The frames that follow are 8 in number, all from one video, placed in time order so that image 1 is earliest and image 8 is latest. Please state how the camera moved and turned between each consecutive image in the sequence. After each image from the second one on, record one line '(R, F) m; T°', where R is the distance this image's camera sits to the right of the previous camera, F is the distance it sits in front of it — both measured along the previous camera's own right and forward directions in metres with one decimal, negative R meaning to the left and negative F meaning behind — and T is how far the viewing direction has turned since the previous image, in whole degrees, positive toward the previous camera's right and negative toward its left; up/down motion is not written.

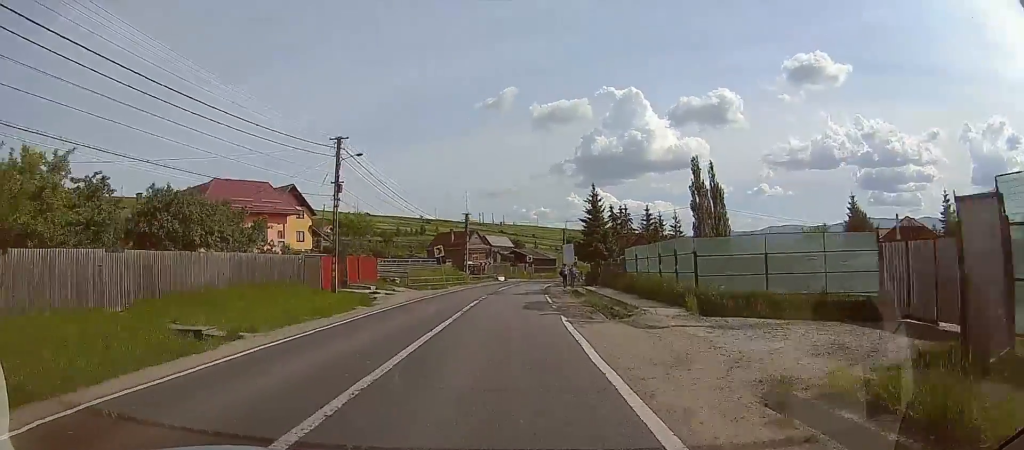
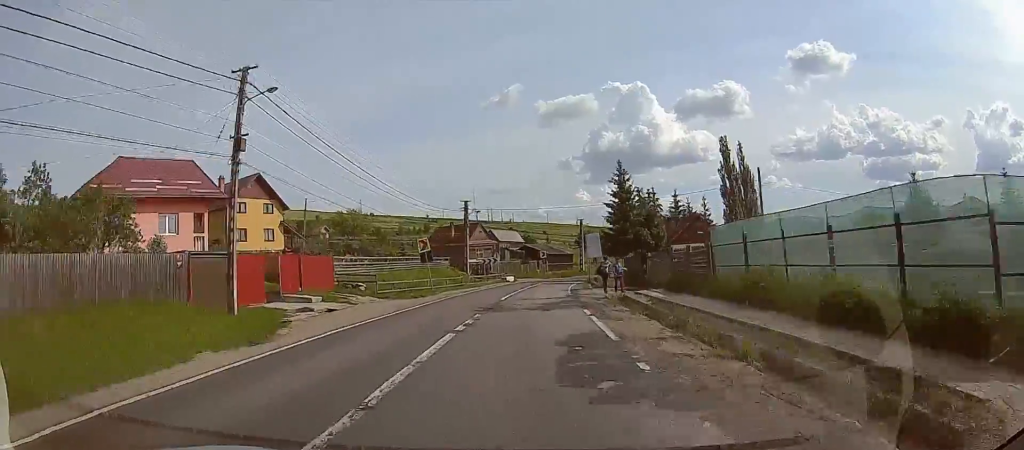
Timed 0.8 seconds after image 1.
(0.0, +12.8) m; 0°
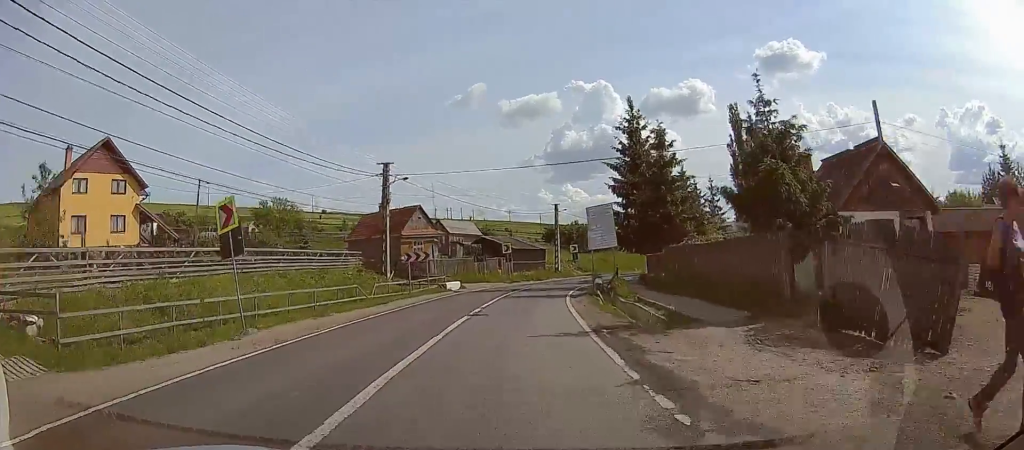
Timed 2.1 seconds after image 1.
(+0.1, +19.9) m; +3°
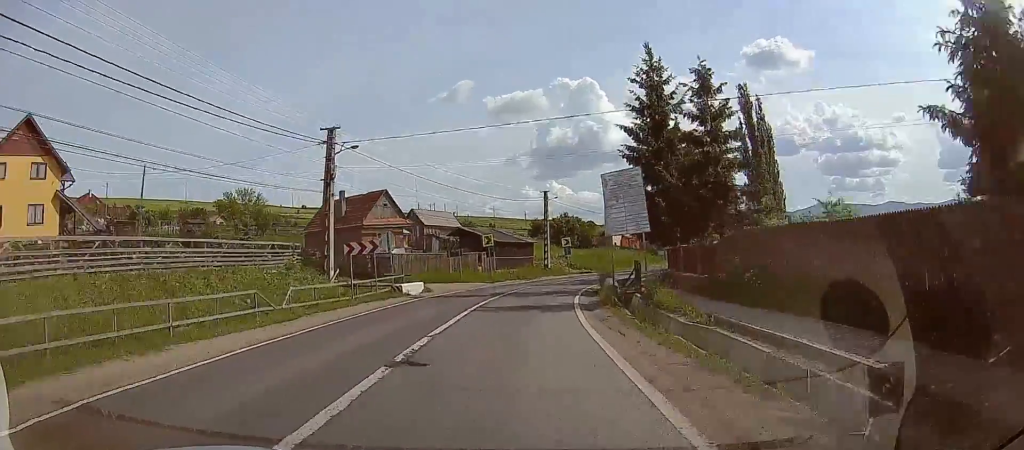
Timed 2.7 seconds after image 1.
(+0.1, +7.9) m; +2°
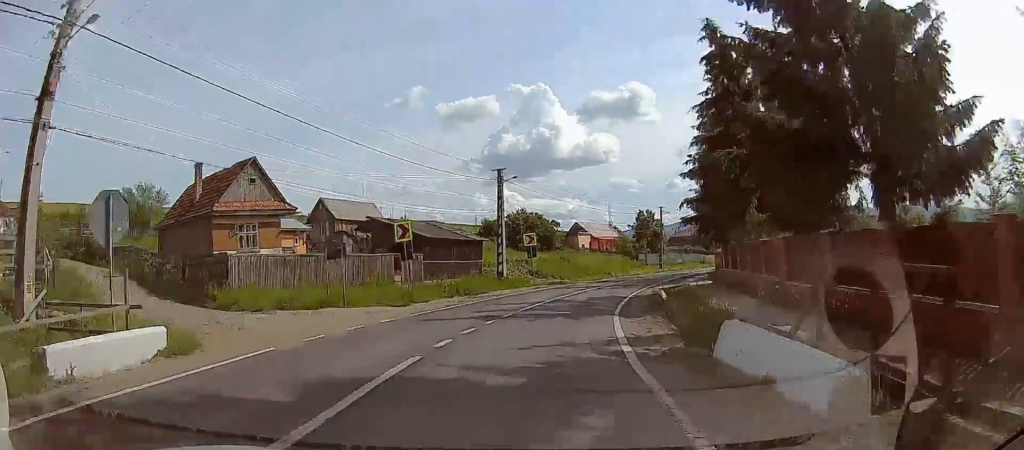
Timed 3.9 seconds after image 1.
(+0.8, +16.8) m; +3°
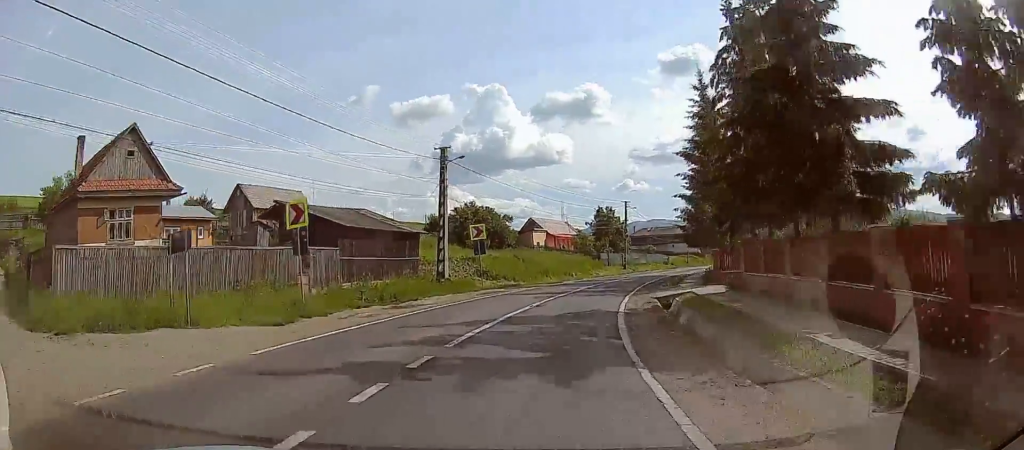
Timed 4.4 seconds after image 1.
(0.0, +7.6) m; 0°
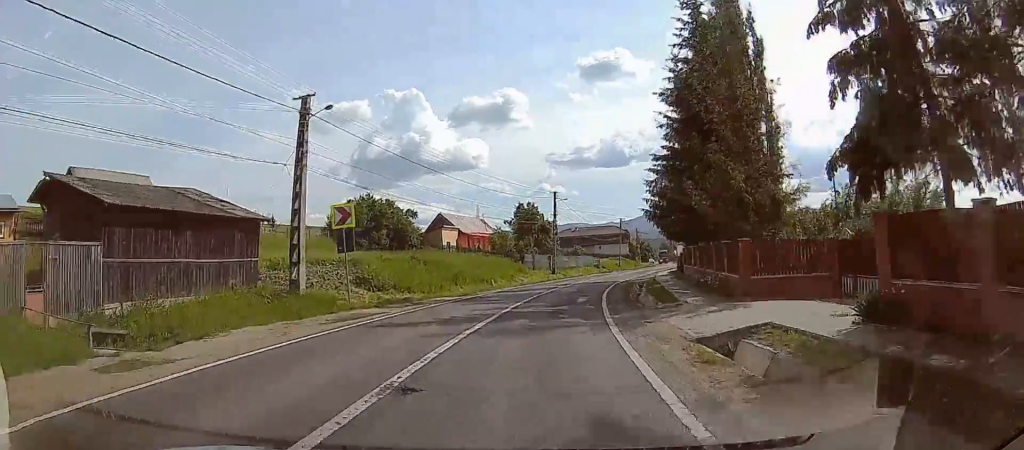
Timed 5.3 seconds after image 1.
(+0.1, +12.7) m; +6°
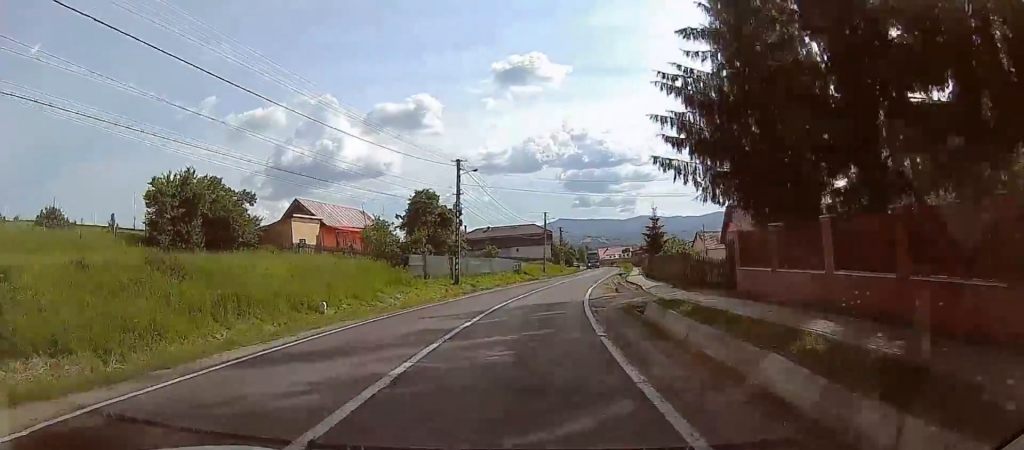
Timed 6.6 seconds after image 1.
(+2.5, +20.2) m; +14°
